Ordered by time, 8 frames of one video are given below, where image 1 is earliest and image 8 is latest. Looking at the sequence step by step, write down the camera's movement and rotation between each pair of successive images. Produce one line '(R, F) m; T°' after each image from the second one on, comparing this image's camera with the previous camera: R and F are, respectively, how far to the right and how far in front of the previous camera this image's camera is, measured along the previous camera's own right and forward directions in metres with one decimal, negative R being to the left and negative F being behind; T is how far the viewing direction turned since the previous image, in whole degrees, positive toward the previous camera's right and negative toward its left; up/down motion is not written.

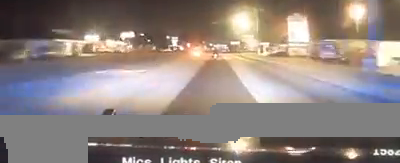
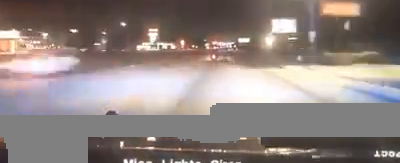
(+0.4, +102.4) m; +1°
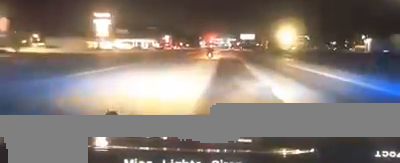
(+0.5, +75.1) m; +1°
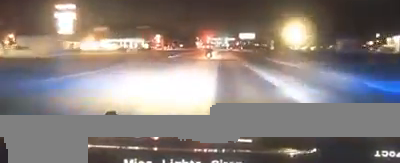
(-0.1, +23.5) m; +3°
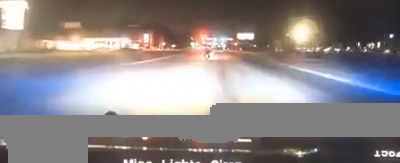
(-1.2, +21.7) m; +3°
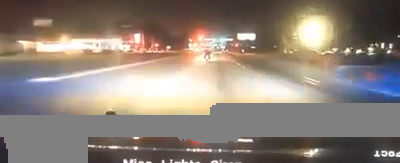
(+2.0, +22.1) m; +1°
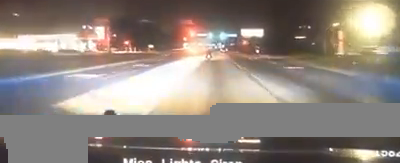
(+2.1, +51.2) m; -3°
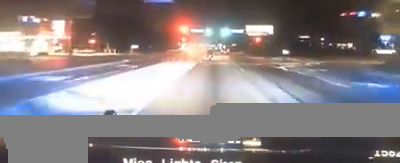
(+0.5, +32.3) m; -8°
